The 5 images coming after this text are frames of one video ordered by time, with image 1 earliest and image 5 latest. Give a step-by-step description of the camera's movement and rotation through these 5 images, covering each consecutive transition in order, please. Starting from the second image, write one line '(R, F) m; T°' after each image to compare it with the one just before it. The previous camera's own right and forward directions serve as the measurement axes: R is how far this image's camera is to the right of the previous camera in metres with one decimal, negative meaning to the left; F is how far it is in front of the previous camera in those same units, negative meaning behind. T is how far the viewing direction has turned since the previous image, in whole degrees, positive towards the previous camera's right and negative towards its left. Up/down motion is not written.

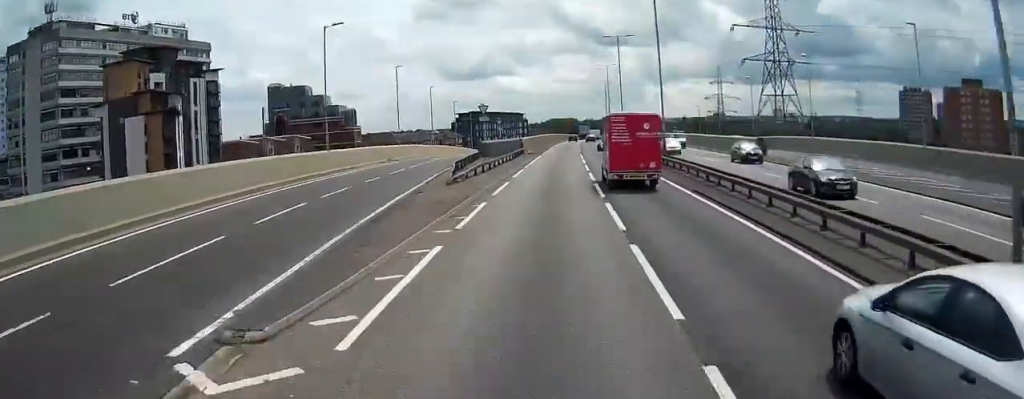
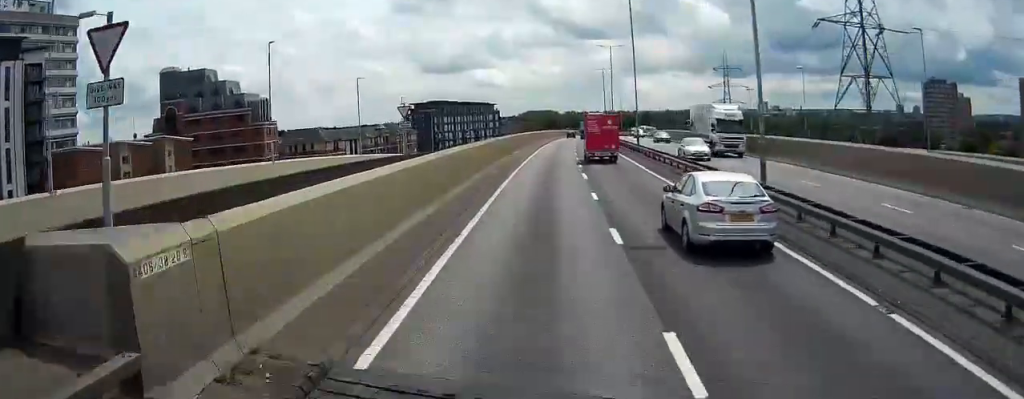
(+0.7, +58.3) m; +1°
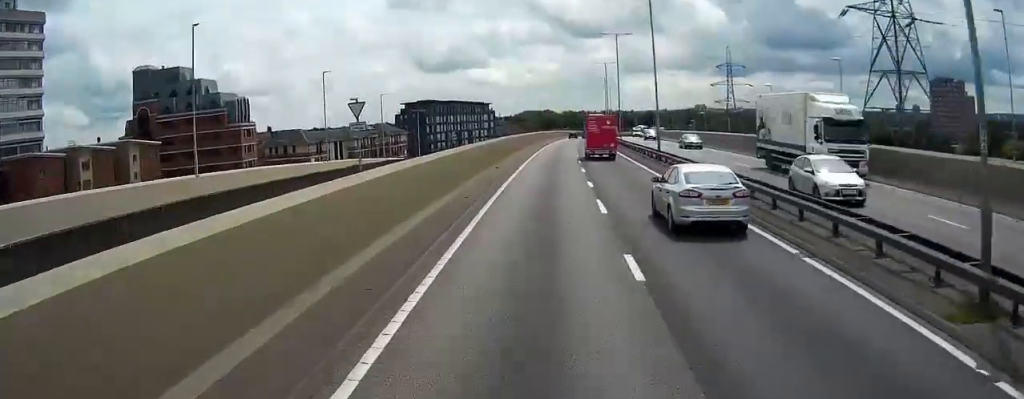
(+0.1, +12.7) m; 0°
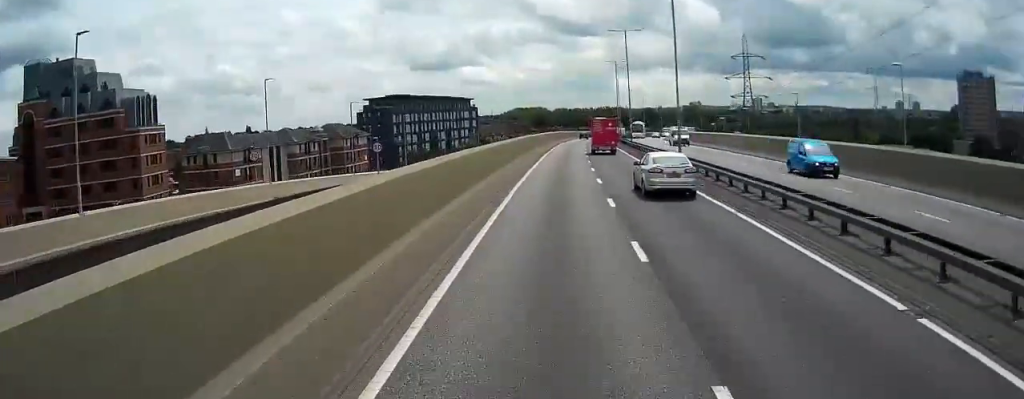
(+0.3, +40.6) m; +1°
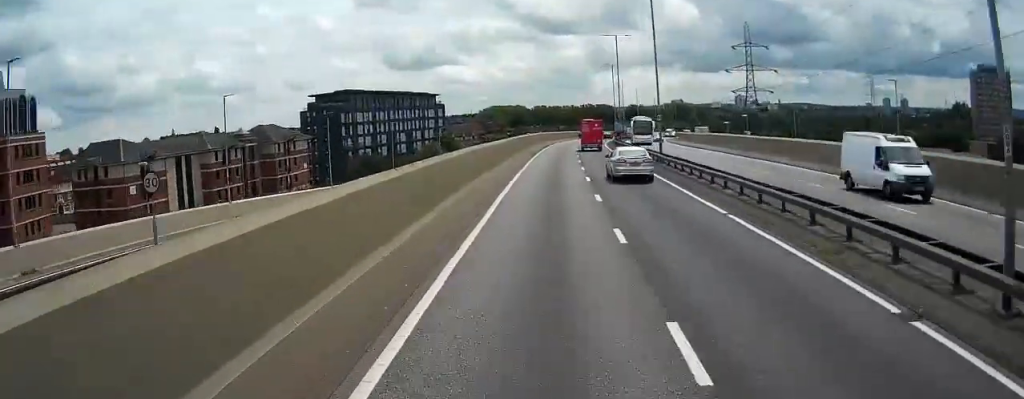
(+0.2, +31.8) m; +1°
